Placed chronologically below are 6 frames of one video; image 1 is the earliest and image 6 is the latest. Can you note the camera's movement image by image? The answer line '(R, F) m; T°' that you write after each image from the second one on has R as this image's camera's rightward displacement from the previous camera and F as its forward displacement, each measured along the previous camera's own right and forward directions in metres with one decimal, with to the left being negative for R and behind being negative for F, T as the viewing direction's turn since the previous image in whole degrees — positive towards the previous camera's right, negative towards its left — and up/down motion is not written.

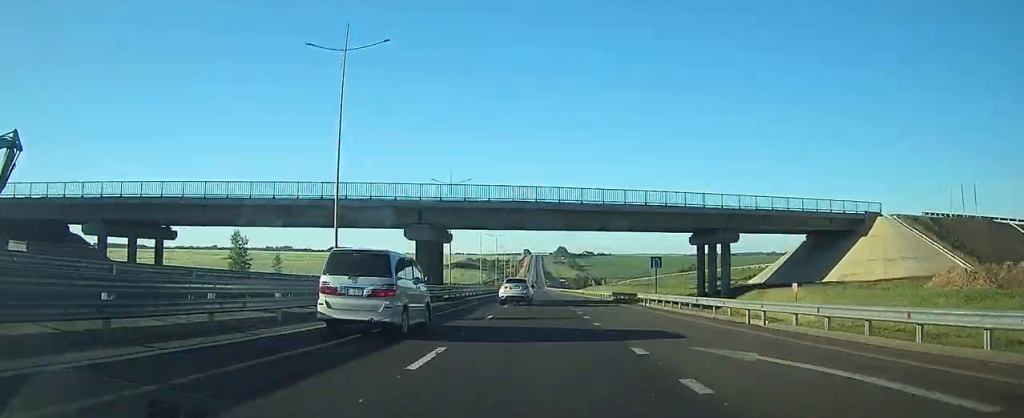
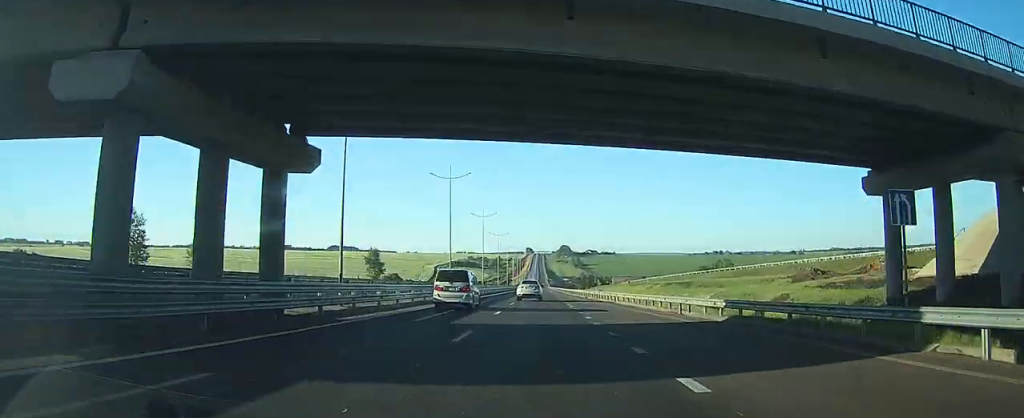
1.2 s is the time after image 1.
(0.0, +31.4) m; 0°
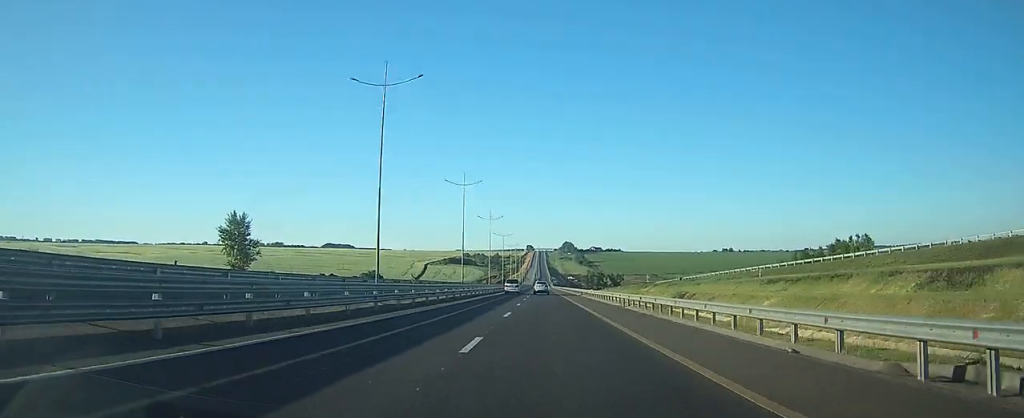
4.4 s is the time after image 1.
(-0.4, +85.0) m; 0°
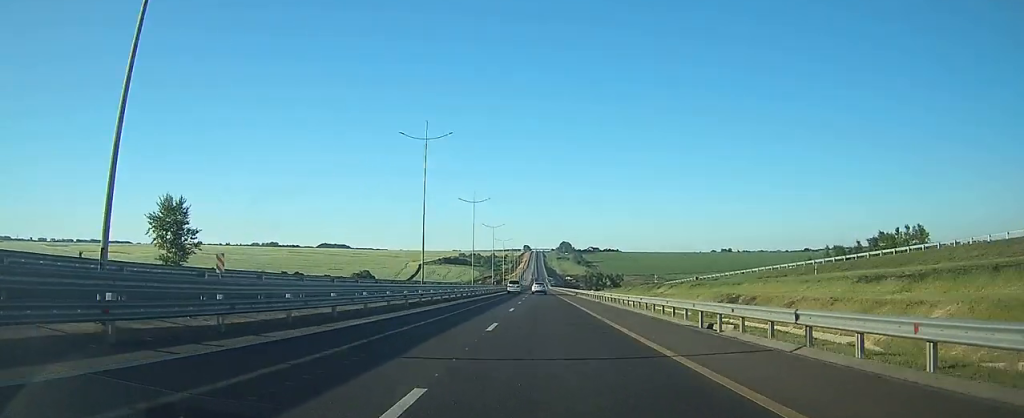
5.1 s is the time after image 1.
(0.0, +18.5) m; 0°
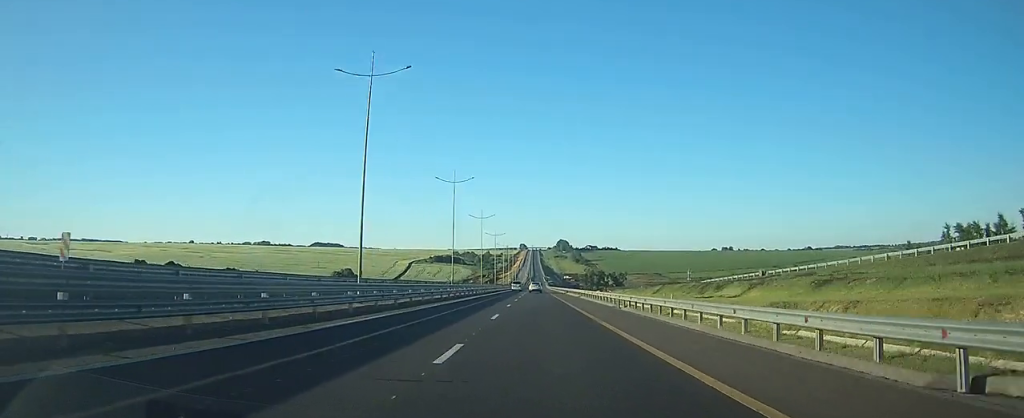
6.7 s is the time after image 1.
(0.0, +42.5) m; 0°
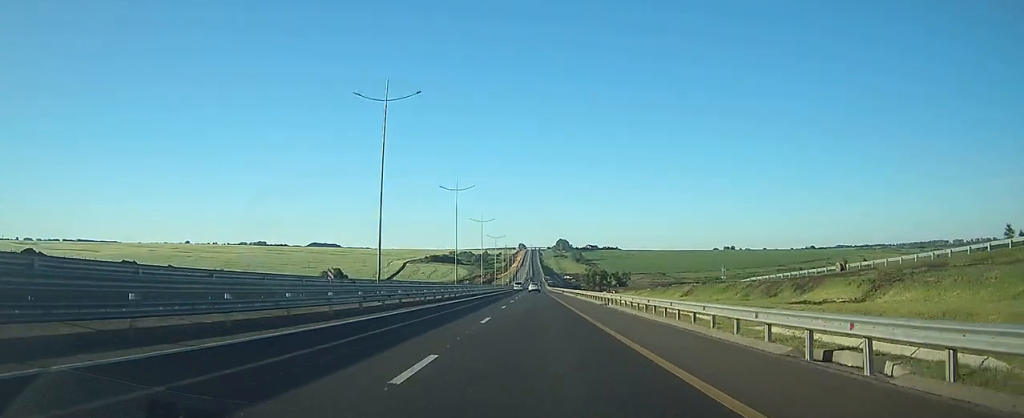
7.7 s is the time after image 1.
(+0.1, +25.8) m; 0°
